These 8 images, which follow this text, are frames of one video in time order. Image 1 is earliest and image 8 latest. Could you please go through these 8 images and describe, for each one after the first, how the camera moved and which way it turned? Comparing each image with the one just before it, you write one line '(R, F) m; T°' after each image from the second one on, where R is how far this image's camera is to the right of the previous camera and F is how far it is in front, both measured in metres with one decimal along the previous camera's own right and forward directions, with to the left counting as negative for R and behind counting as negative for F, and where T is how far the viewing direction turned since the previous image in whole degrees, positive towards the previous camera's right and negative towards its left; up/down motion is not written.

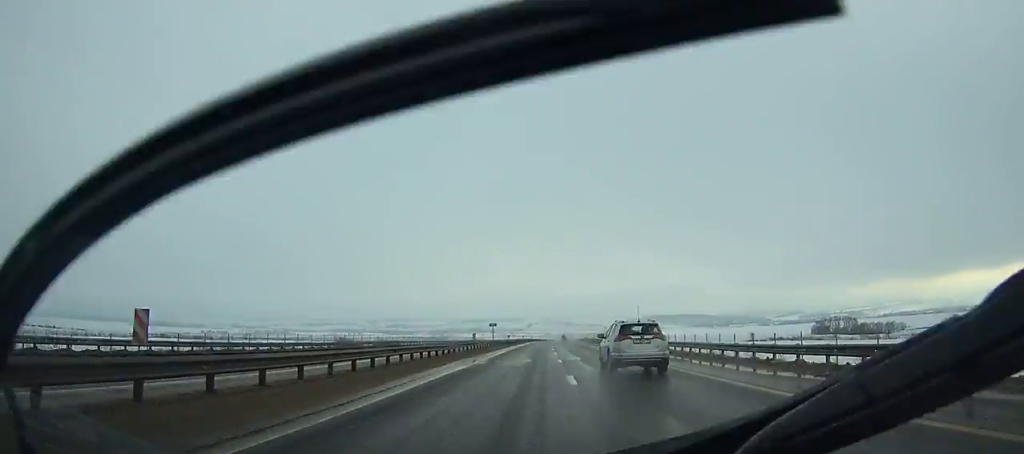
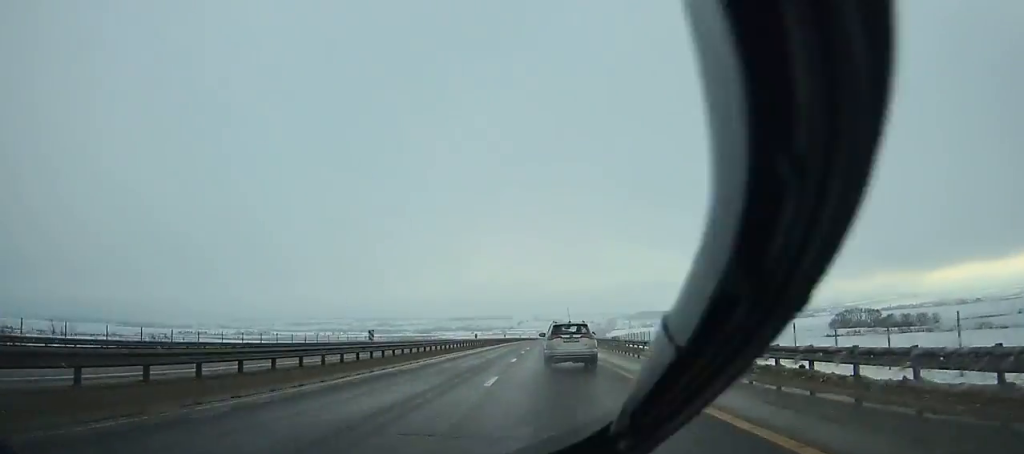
(+0.4, +60.4) m; 0°
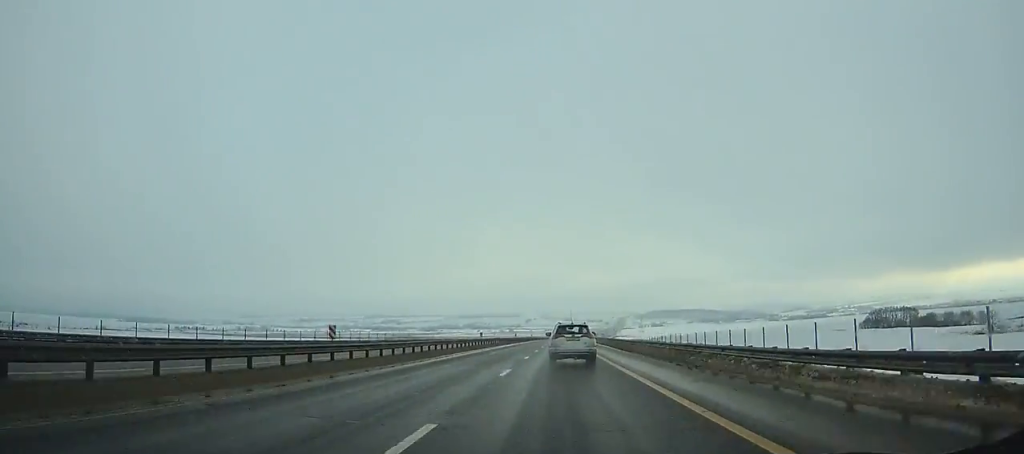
(+0.1, +45.9) m; 0°
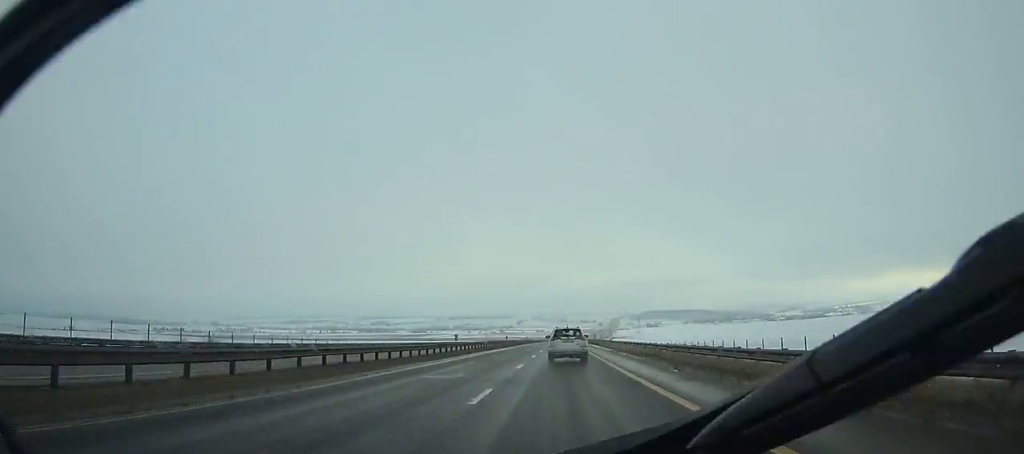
(+0.1, +54.2) m; +1°
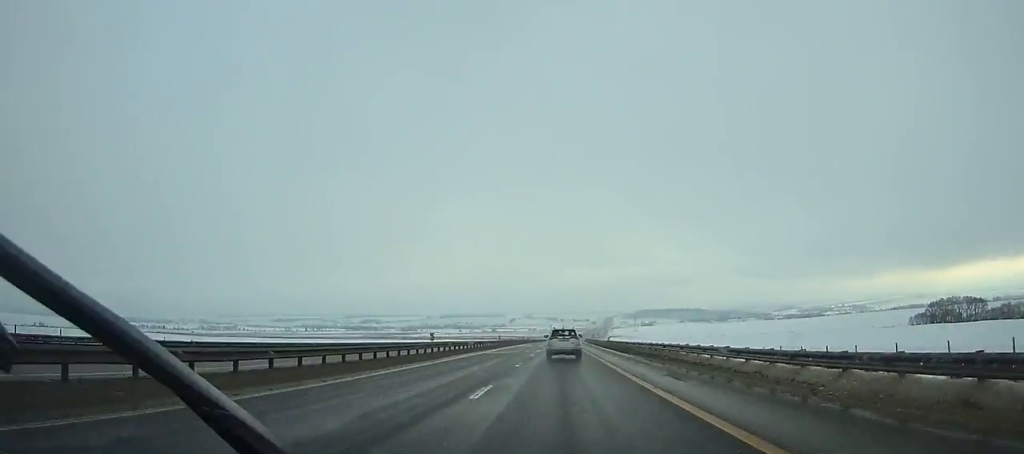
(+0.2, +48.4) m; +1°
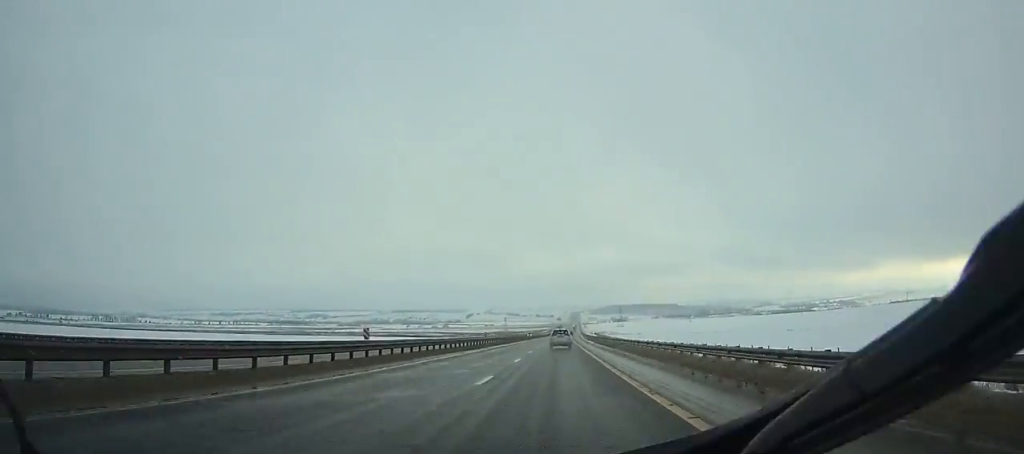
(+8.6, +250.6) m; +4°
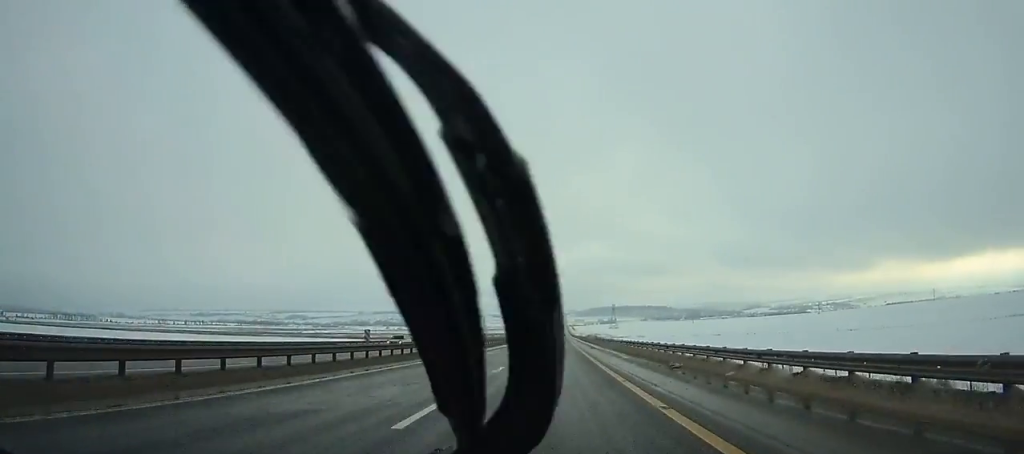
(+0.6, +80.3) m; +1°
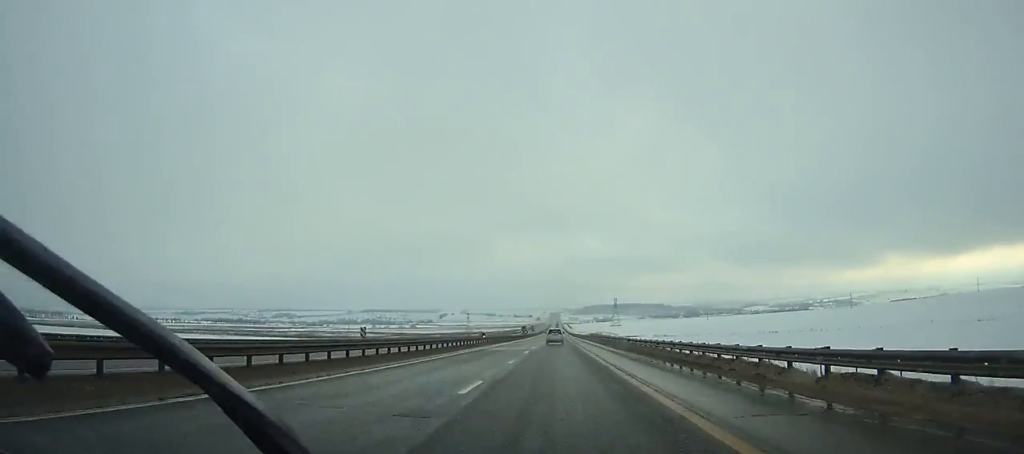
(+0.6, +80.9) m; +1°
